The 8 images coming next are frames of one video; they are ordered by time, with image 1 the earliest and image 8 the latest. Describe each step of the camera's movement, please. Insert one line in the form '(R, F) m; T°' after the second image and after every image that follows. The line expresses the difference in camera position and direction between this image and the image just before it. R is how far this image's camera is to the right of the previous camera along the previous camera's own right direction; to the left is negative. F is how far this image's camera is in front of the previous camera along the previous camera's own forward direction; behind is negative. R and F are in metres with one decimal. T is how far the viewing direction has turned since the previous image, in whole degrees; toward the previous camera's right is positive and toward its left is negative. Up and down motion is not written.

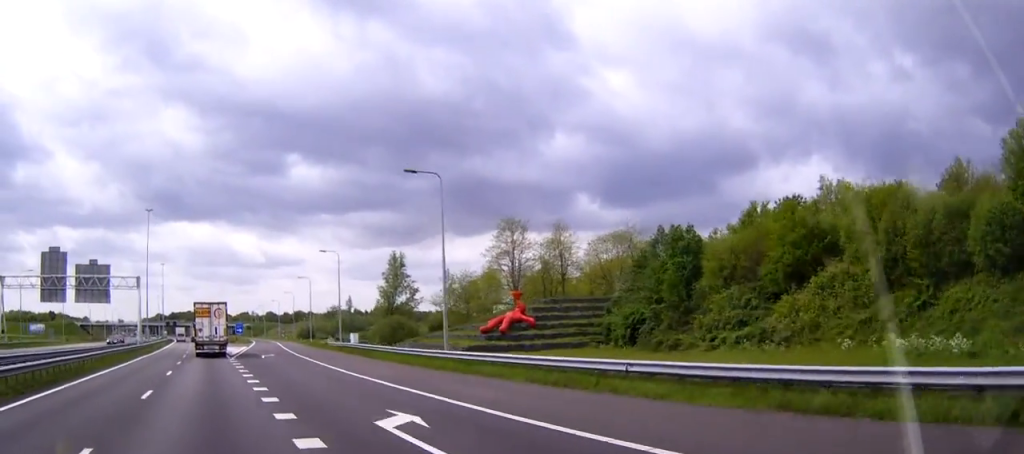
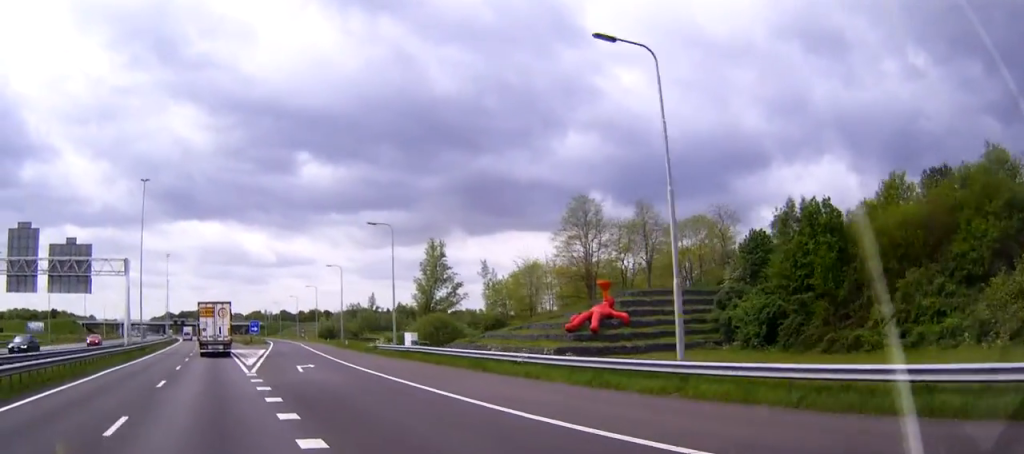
(-0.1, +19.9) m; -1°
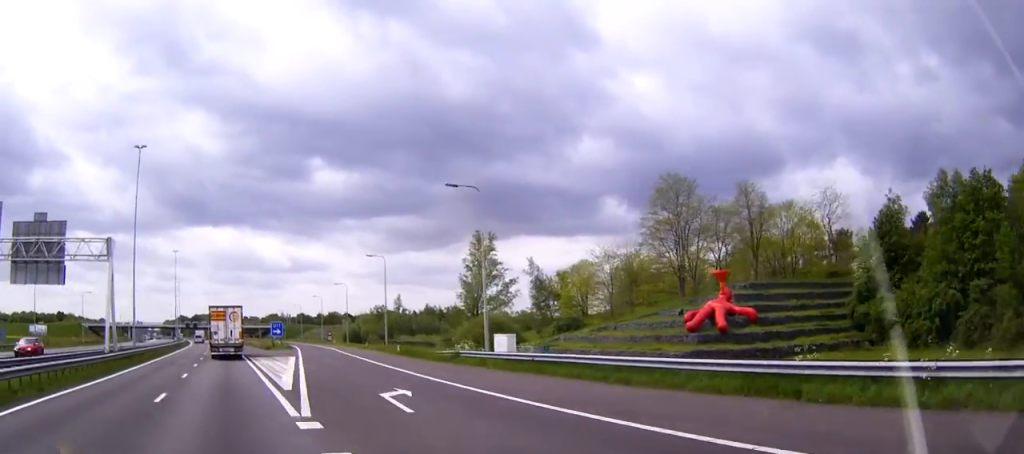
(-0.1, +17.5) m; -1°
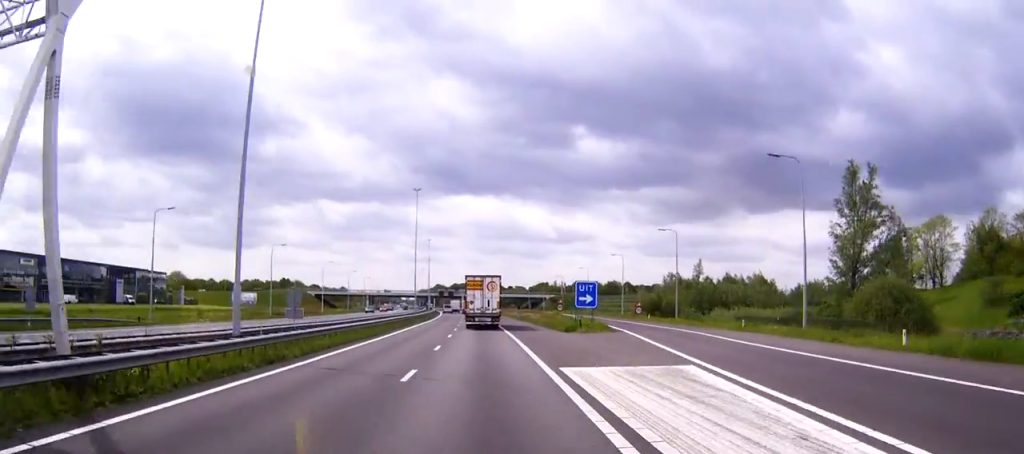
(-0.2, +38.9) m; -1°
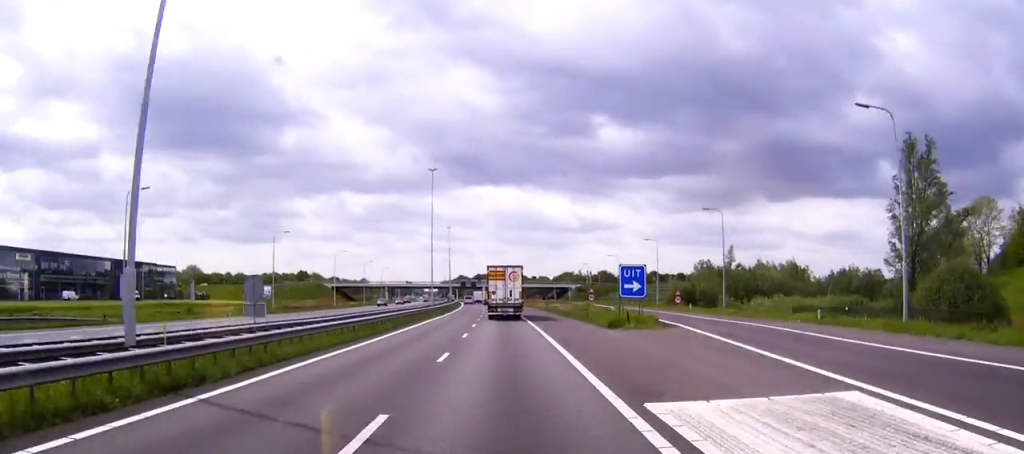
(0.0, +9.1) m; 0°
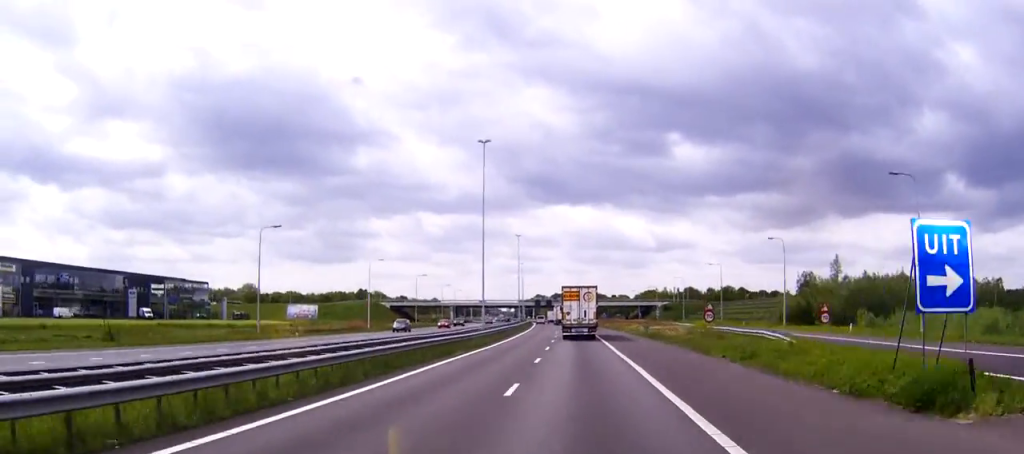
(0.0, +27.3) m; 0°
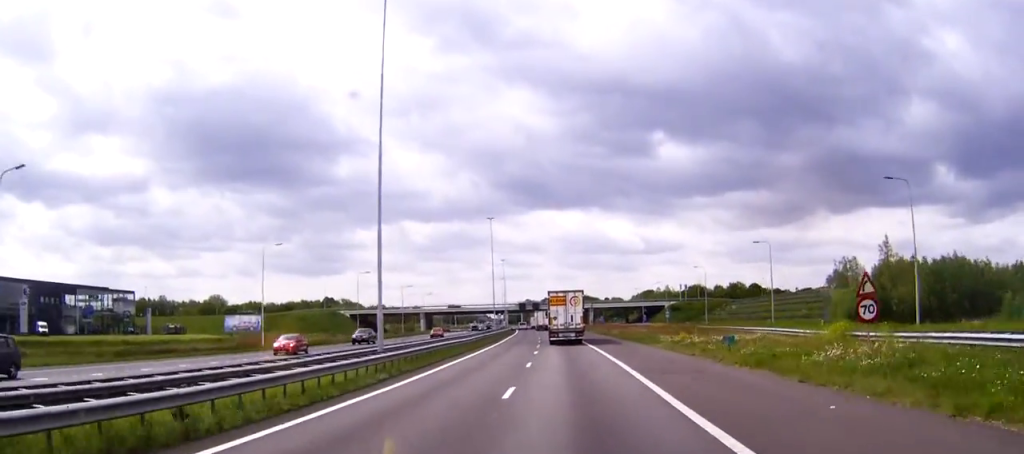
(0.0, +35.0) m; 0°
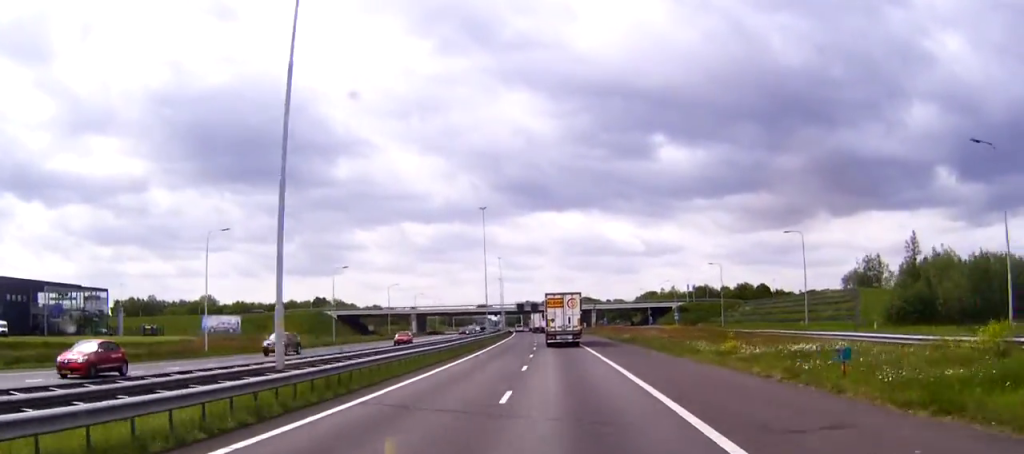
(-0.1, +12.2) m; 0°
